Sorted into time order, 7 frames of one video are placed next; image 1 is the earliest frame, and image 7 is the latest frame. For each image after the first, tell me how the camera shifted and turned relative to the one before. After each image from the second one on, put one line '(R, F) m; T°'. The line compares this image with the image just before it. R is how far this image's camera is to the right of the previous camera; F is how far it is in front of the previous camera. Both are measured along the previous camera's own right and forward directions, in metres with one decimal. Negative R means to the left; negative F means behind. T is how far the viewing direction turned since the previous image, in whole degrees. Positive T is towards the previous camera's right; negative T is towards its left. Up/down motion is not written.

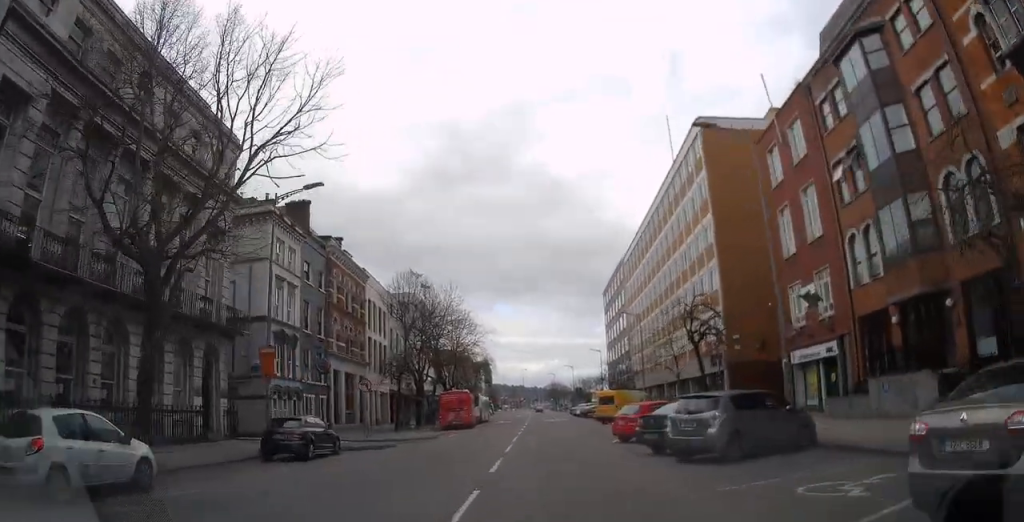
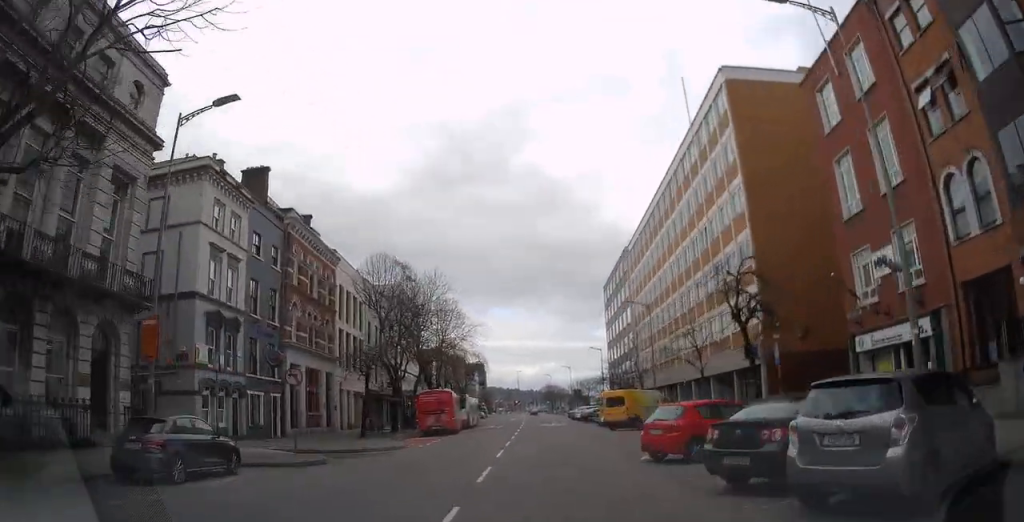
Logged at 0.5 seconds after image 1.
(-0.1, +7.3) m; -1°
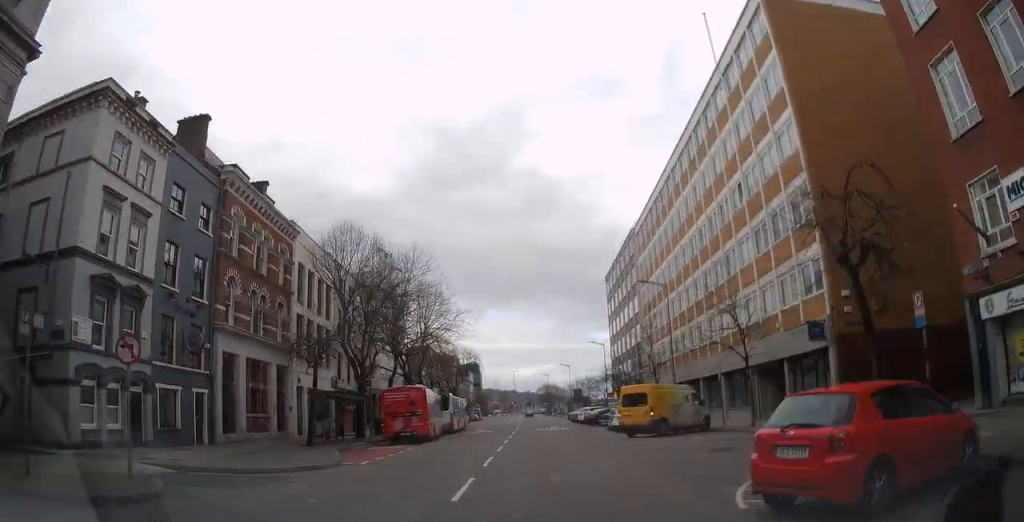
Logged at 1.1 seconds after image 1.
(0.0, +8.3) m; -1°
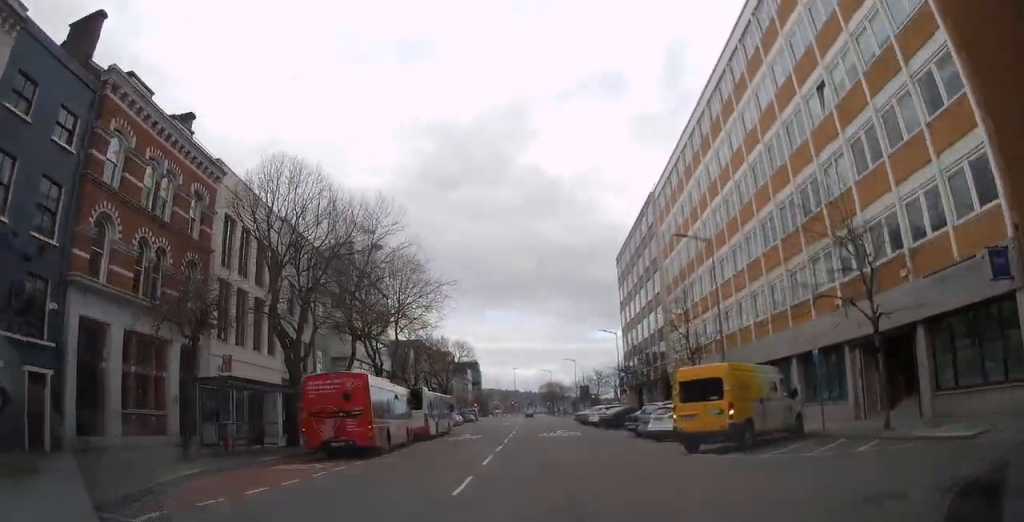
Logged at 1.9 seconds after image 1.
(-0.1, +11.2) m; -1°
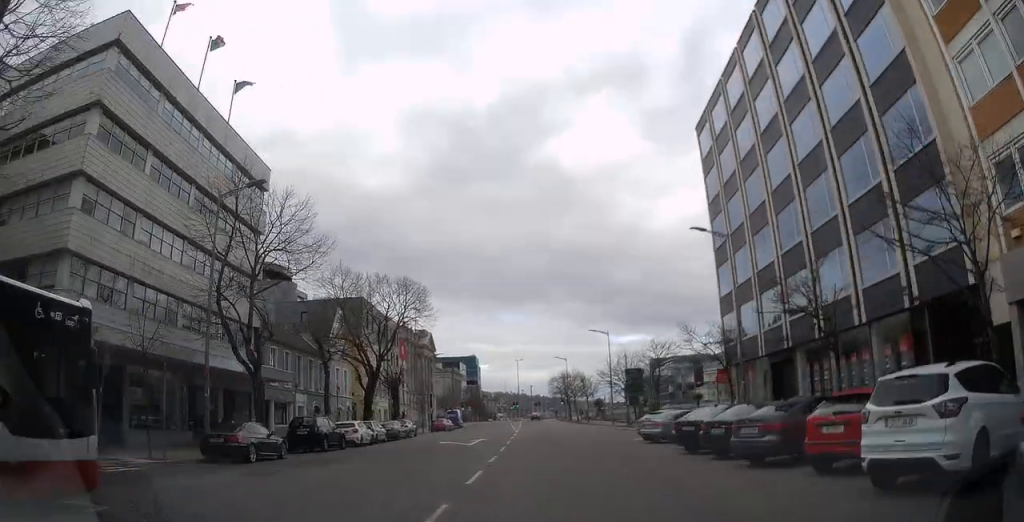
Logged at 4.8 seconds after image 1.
(-0.3, +40.1) m; -2°
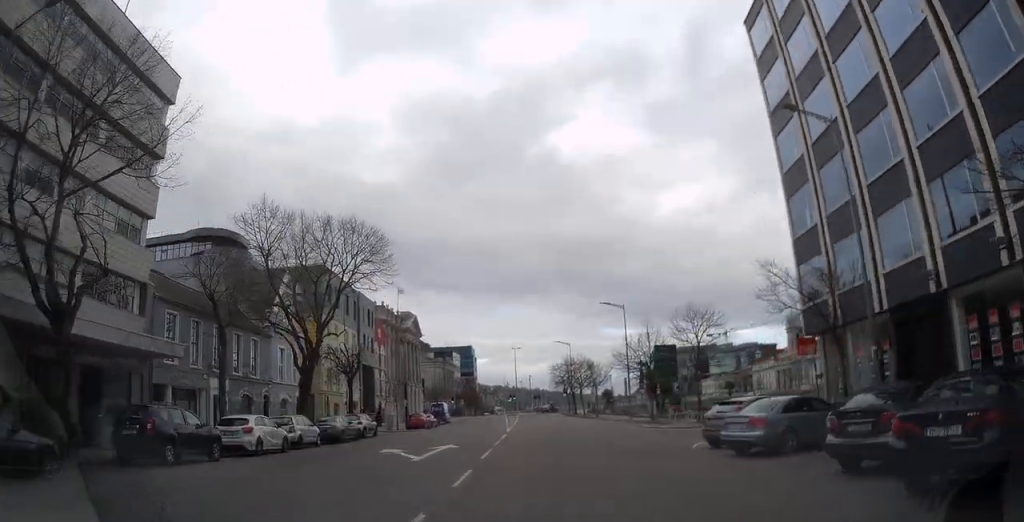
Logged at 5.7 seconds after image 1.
(0.0, +12.8) m; 0°
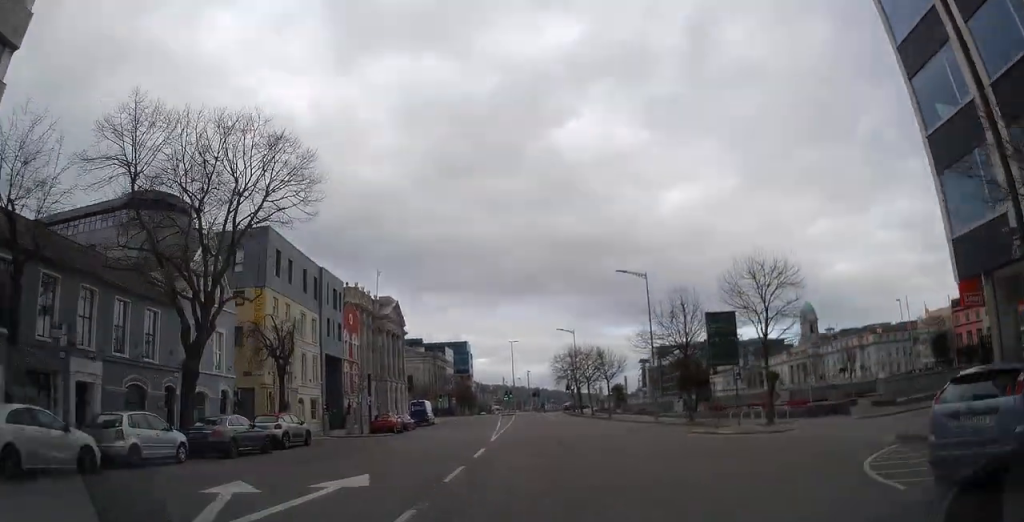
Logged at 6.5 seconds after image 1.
(0.0, +11.9) m; -1°
